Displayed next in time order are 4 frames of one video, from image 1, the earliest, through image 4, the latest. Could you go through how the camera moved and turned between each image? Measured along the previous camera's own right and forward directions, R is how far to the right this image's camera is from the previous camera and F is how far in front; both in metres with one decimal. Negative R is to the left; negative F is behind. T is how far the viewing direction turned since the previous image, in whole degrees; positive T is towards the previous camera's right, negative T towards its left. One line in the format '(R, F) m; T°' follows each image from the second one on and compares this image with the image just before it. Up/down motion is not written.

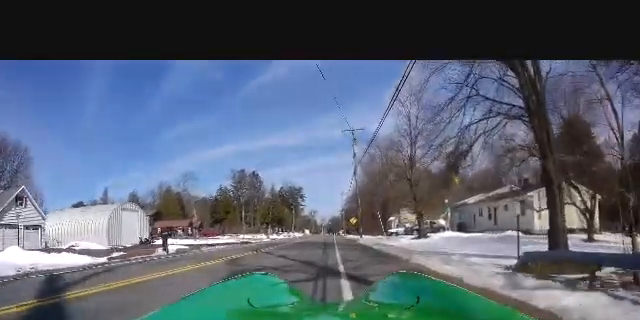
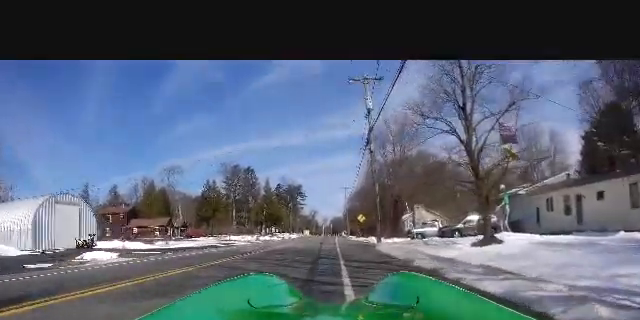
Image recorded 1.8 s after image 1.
(0.0, +13.1) m; 0°
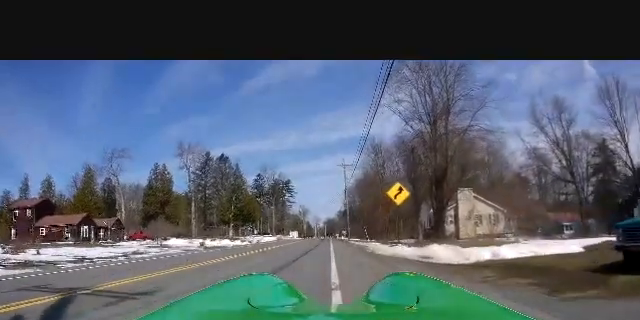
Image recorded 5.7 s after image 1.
(+0.2, +27.6) m; +1°
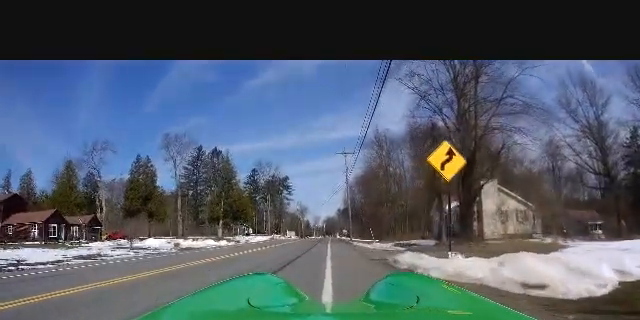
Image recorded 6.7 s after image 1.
(-0.1, +7.4) m; -2°
